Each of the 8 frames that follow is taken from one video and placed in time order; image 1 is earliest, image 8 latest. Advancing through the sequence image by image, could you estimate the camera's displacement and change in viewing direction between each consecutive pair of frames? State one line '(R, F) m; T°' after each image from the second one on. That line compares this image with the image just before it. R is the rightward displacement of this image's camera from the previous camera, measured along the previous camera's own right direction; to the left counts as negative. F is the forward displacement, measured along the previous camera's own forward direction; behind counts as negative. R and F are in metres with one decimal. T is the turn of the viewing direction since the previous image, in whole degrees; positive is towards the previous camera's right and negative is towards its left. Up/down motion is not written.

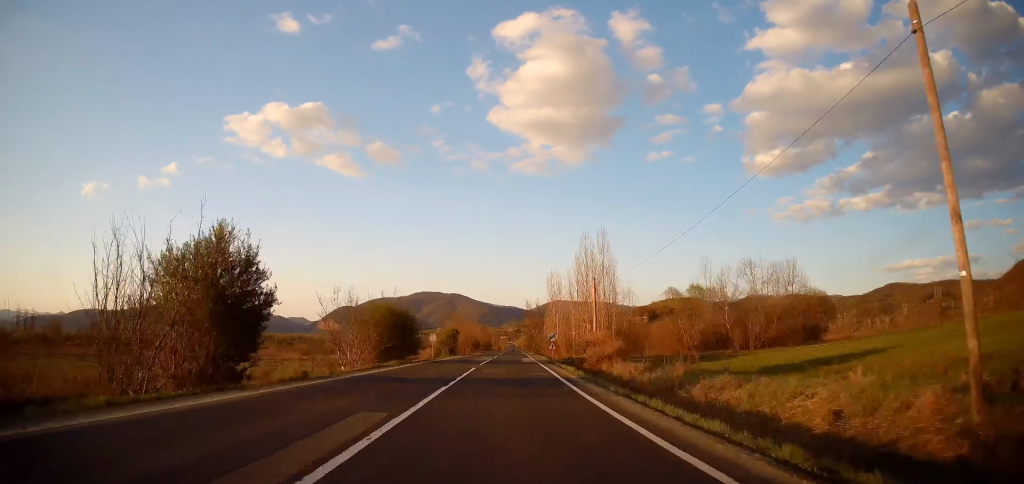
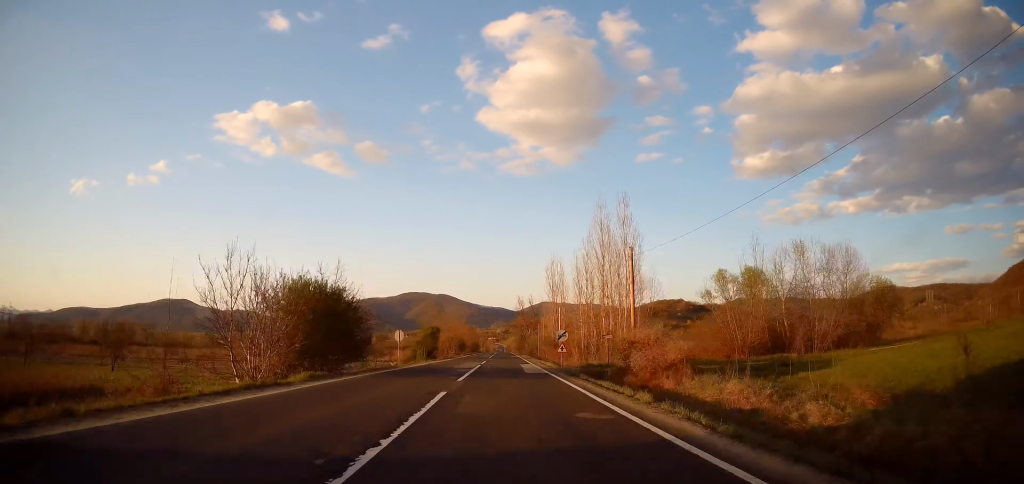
(+0.5, +13.4) m; +2°
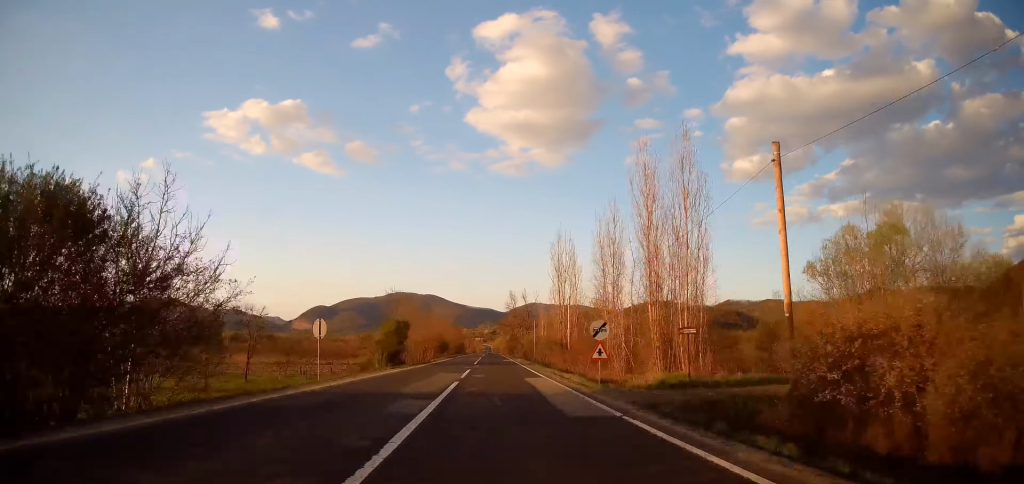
(+0.3, +15.5) m; +2°
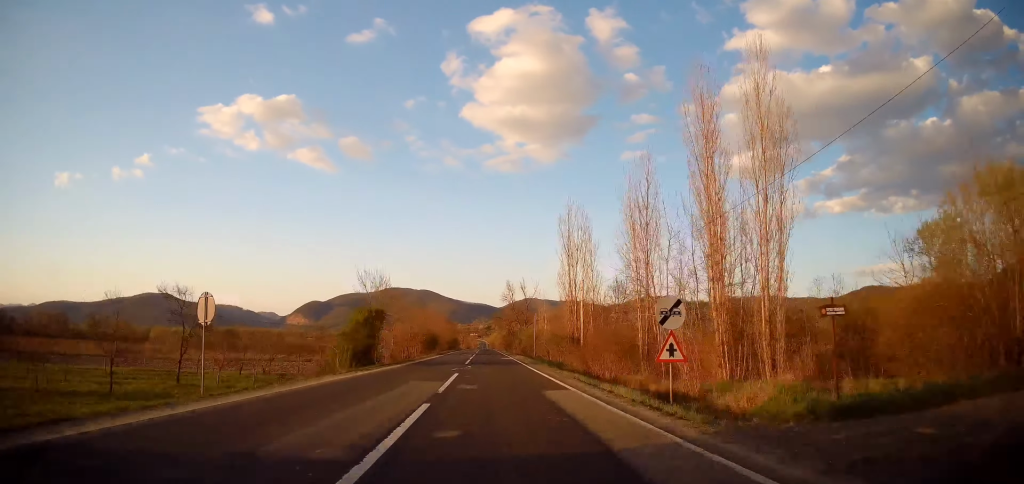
(+0.2, +8.7) m; +1°
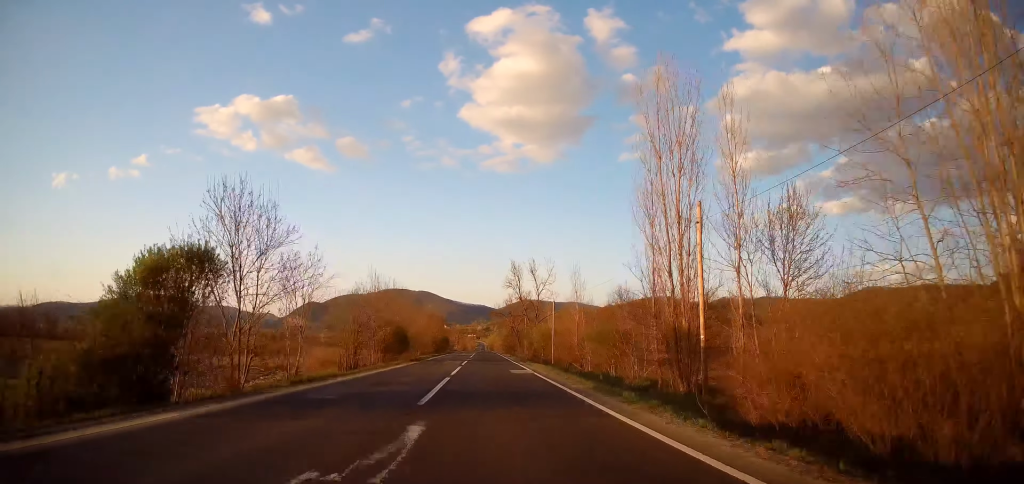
(+0.2, +21.8) m; 0°
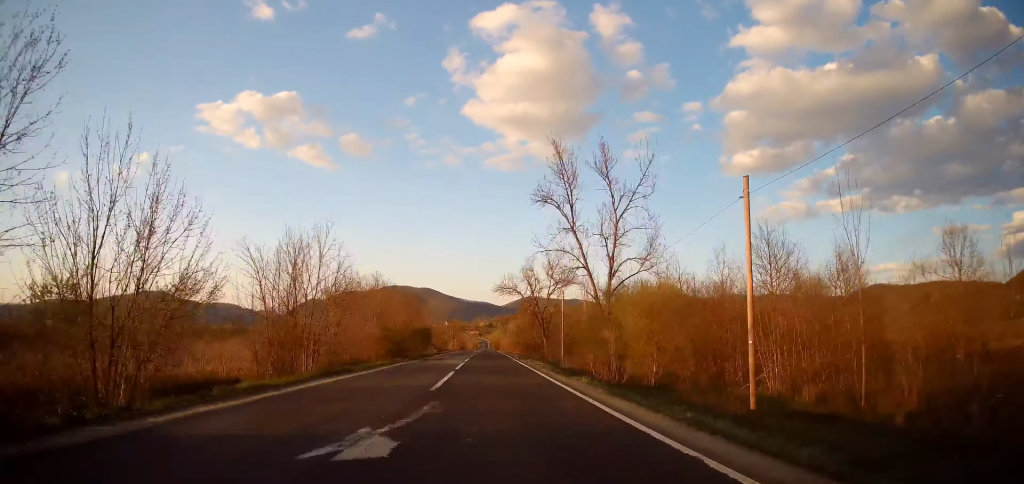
(-0.1, +39.8) m; +1°
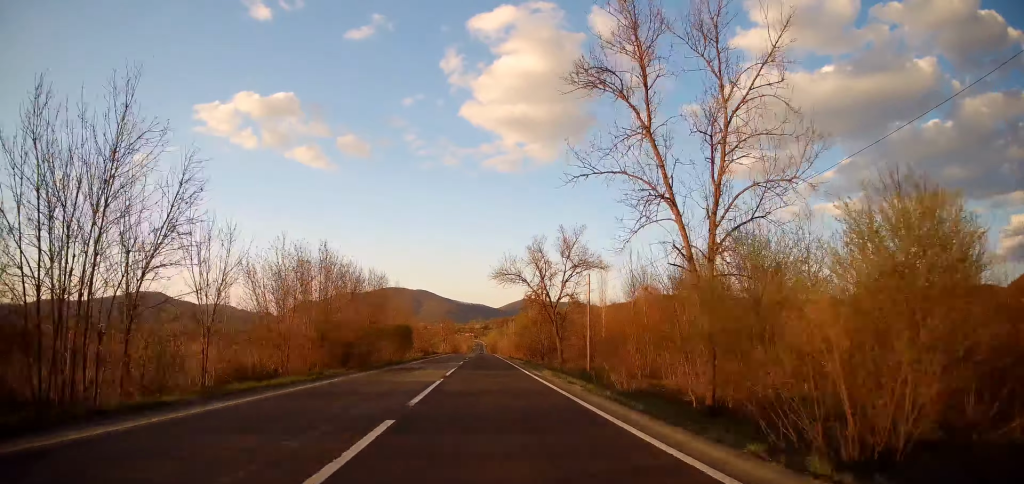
(+0.1, +14.2) m; +1°
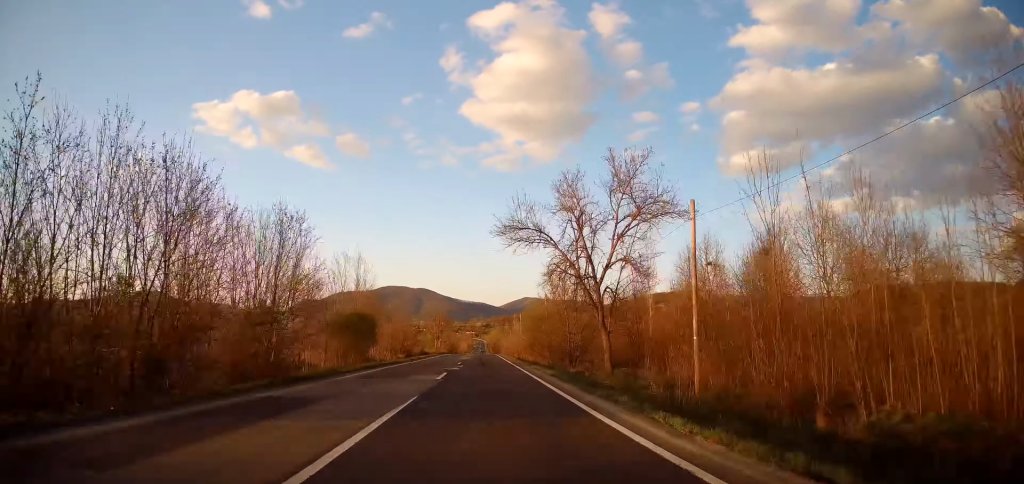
(+0.2, +17.7) m; 0°
